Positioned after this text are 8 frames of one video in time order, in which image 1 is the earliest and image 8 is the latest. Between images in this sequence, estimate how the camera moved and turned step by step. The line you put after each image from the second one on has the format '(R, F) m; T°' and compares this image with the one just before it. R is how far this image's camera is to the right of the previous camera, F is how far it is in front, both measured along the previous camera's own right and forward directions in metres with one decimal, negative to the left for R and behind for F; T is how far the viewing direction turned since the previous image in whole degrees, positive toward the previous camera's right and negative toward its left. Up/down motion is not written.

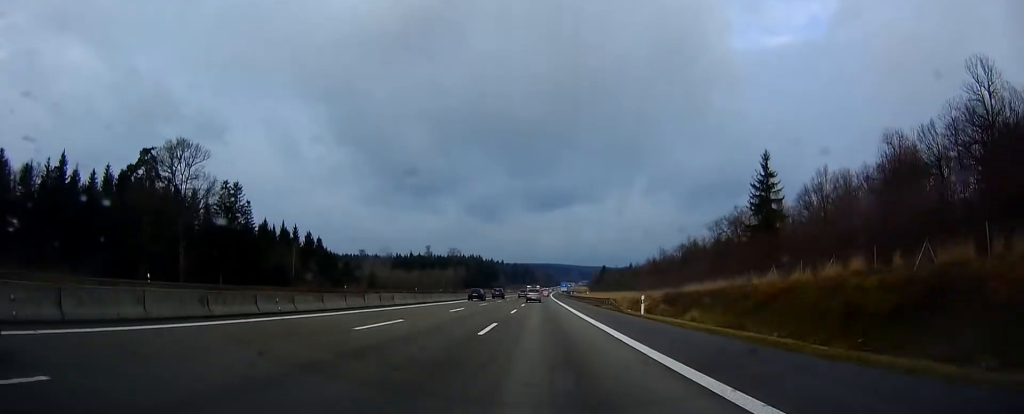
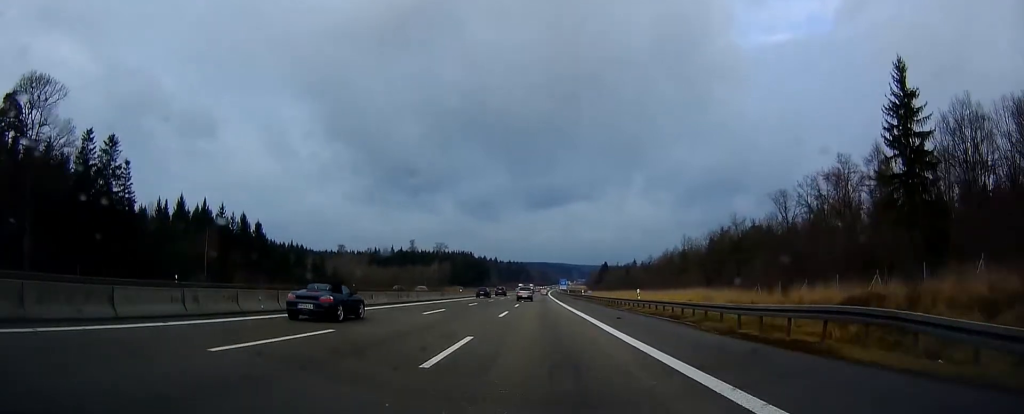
(+0.4, +43.3) m; +1°
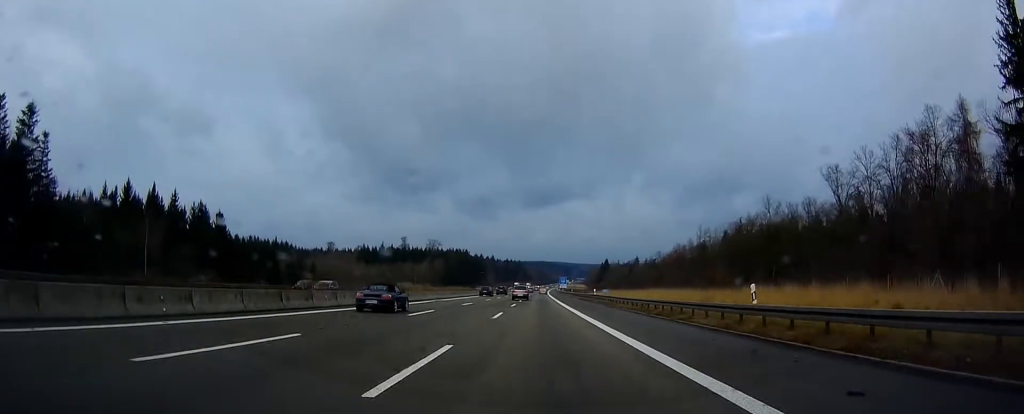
(+0.1, +20.2) m; 0°
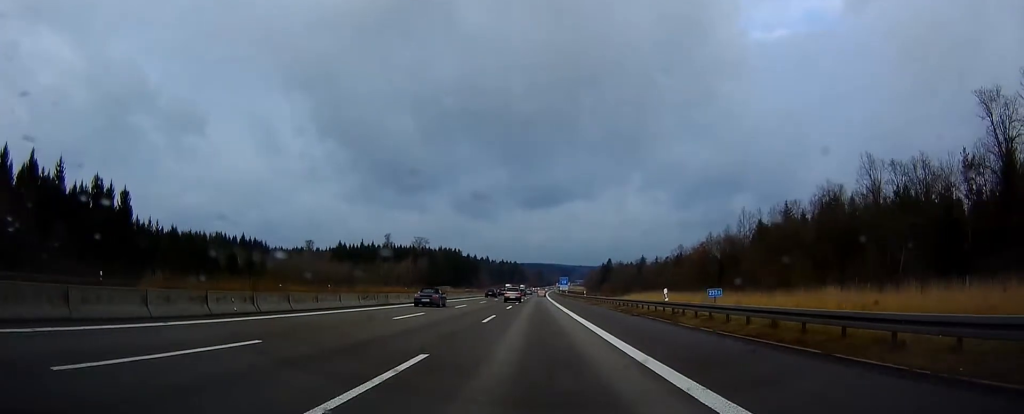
(-0.2, +37.5) m; 0°
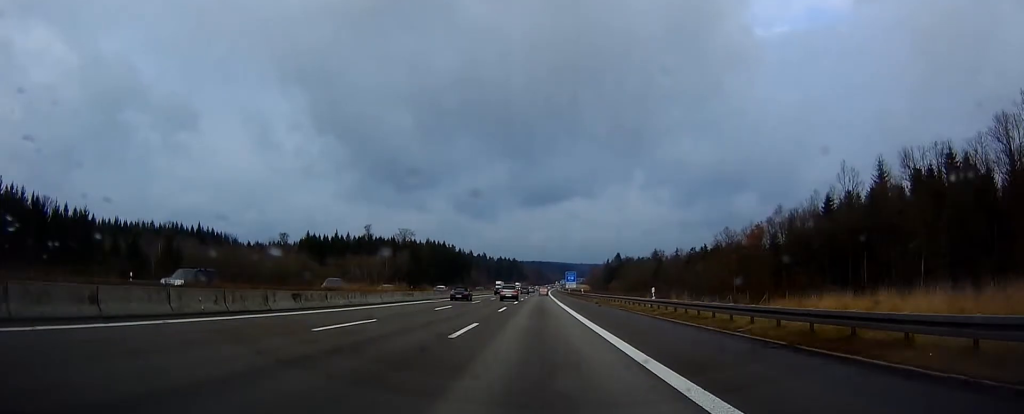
(+0.2, +44.7) m; 0°
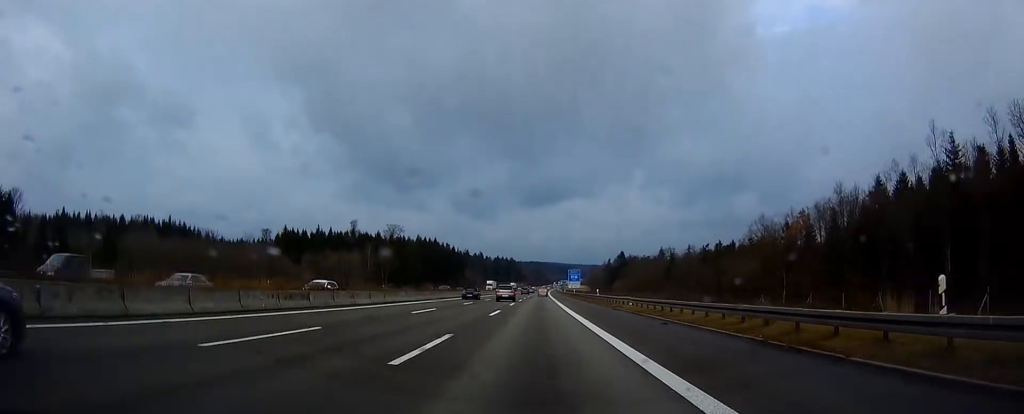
(+0.1, +23.0) m; 0°
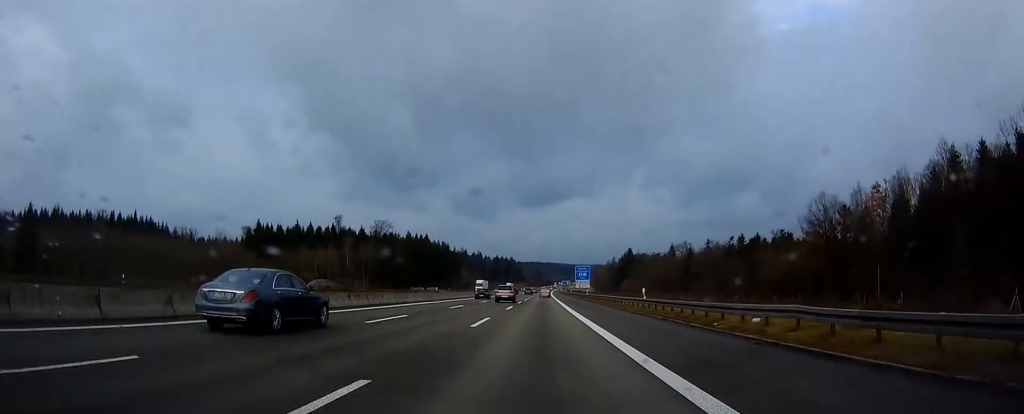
(-0.1, +25.9) m; 0°
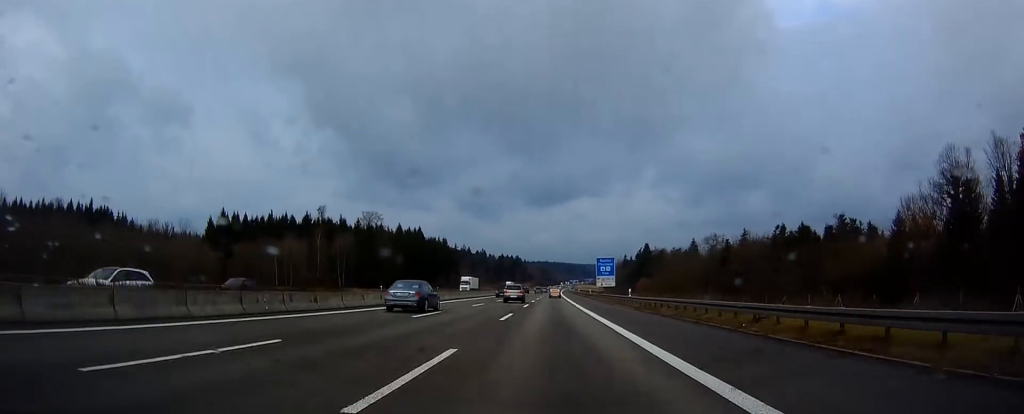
(-0.1, +31.6) m; 0°
